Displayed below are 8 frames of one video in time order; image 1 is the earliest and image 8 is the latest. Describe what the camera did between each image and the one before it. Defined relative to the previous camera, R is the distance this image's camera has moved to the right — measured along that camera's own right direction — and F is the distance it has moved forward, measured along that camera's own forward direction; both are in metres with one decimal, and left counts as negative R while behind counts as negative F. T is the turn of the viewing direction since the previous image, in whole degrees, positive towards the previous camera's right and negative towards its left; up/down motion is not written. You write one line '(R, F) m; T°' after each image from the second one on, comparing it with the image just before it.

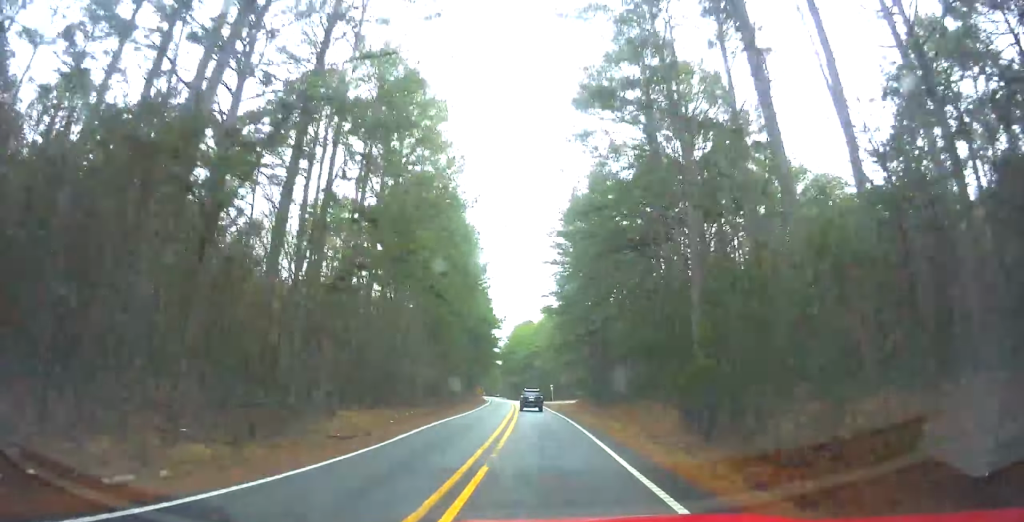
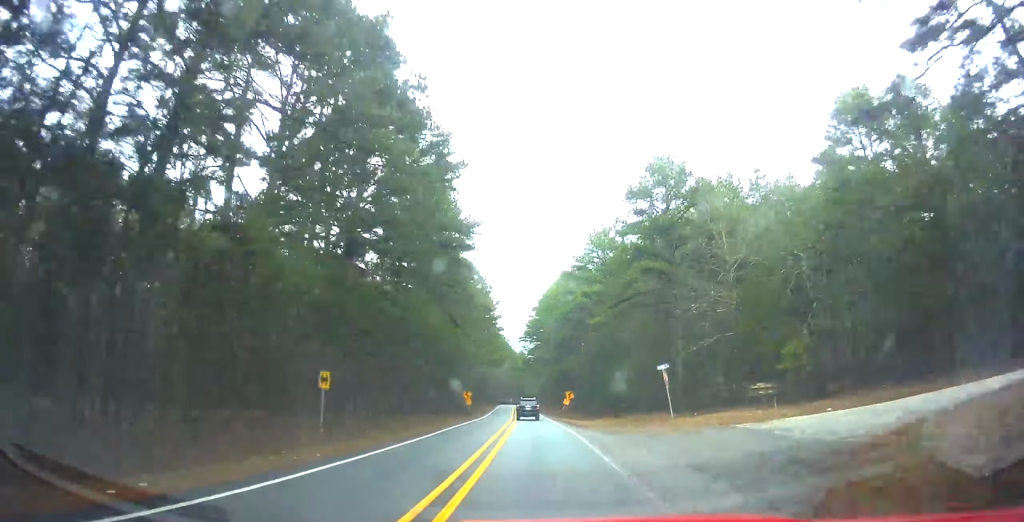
(-5.8, +72.7) m; -7°
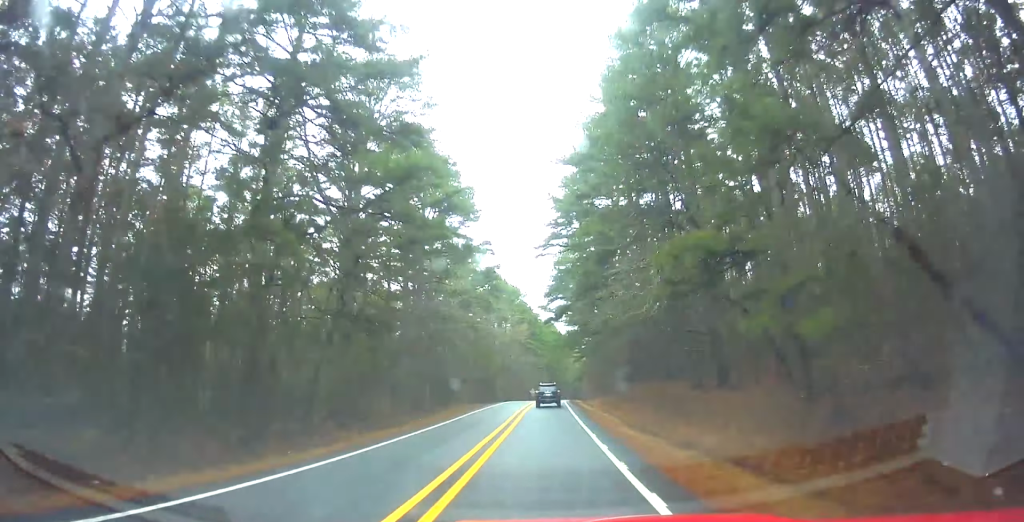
(-2.8, +66.8) m; -4°
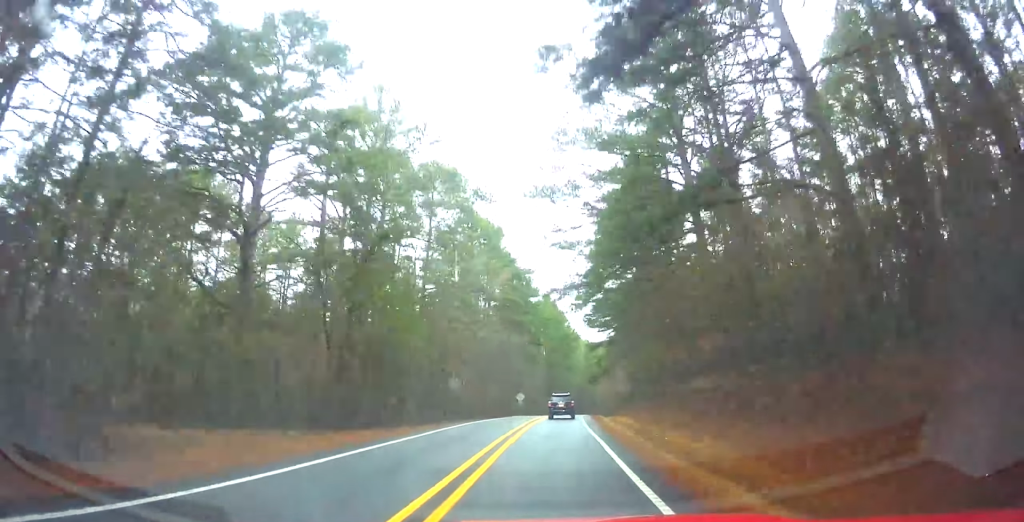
(-0.6, +42.5) m; -1°
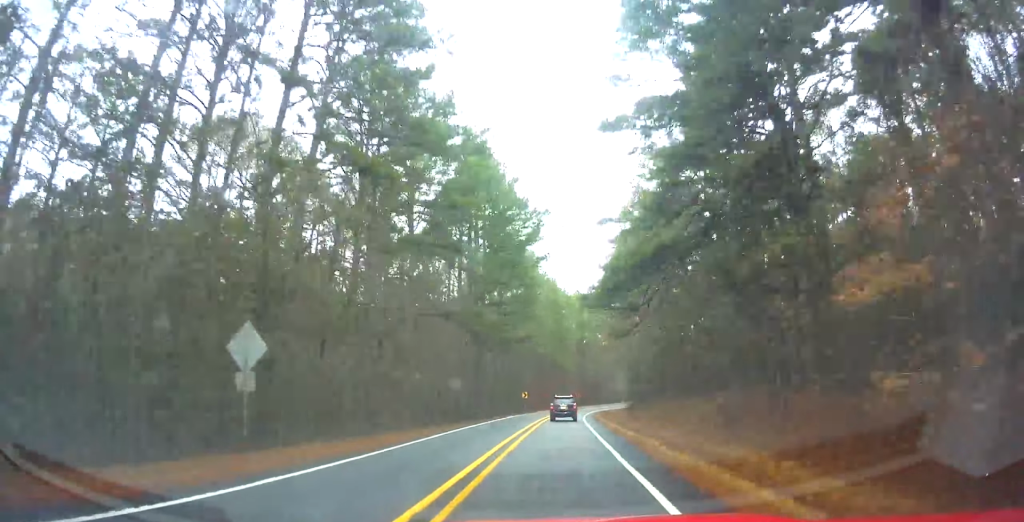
(-0.4, +62.8) m; +3°
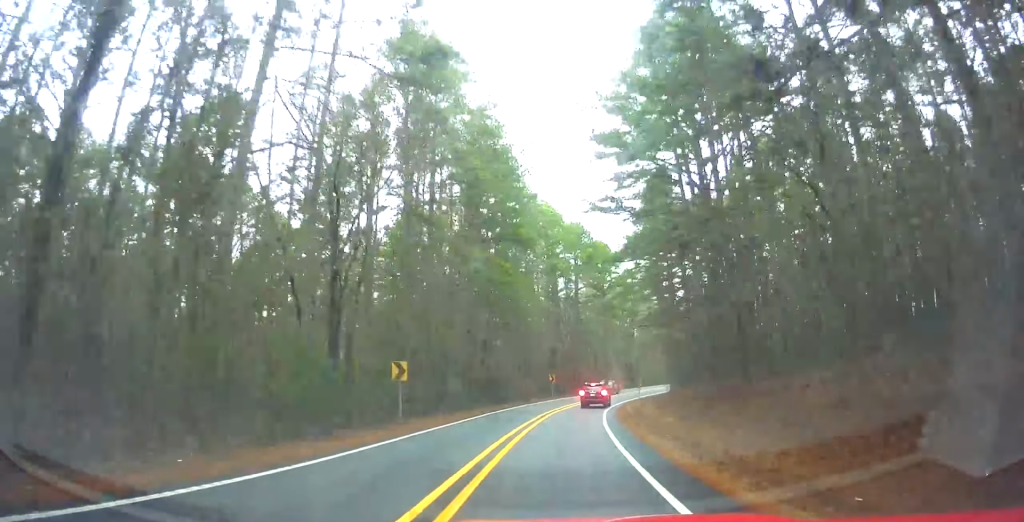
(+2.0, +51.2) m; +6°
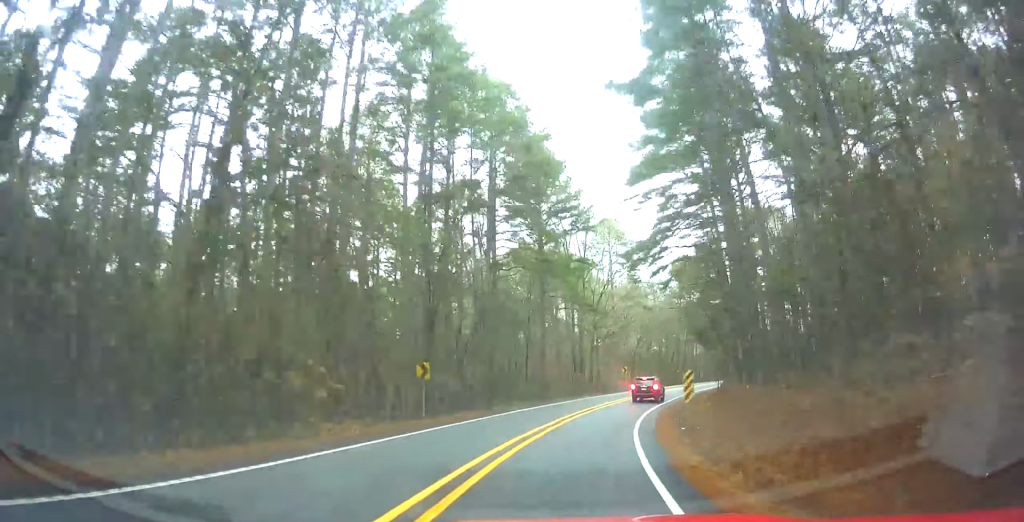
(+2.6, +38.7) m; +7°
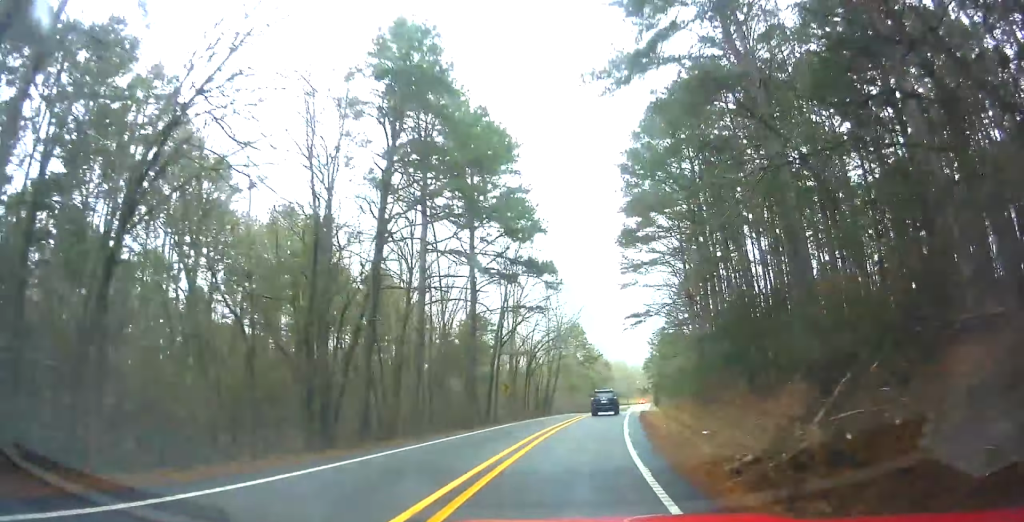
(+6.5, +63.8) m; +19°
